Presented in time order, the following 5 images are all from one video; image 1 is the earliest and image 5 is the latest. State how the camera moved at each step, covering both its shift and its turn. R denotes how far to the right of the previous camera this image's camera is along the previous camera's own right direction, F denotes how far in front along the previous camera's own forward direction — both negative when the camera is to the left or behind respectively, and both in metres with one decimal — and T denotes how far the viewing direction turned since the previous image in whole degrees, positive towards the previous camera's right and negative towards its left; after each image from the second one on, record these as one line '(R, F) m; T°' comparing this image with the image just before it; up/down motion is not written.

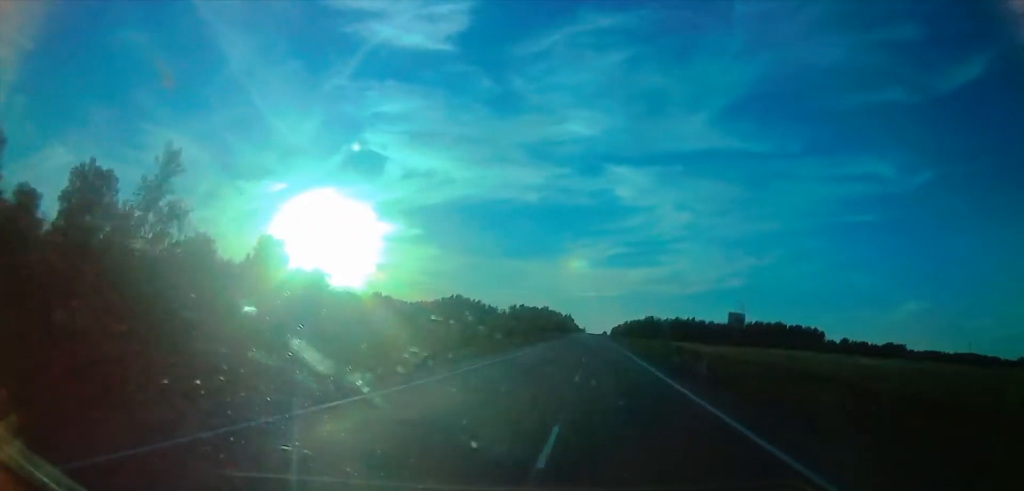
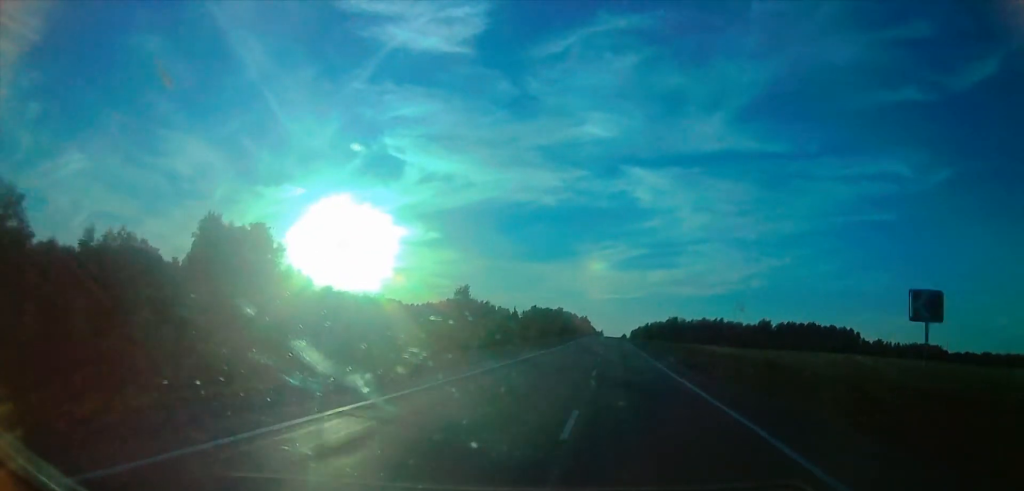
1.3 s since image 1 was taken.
(0.0, +34.5) m; 0°
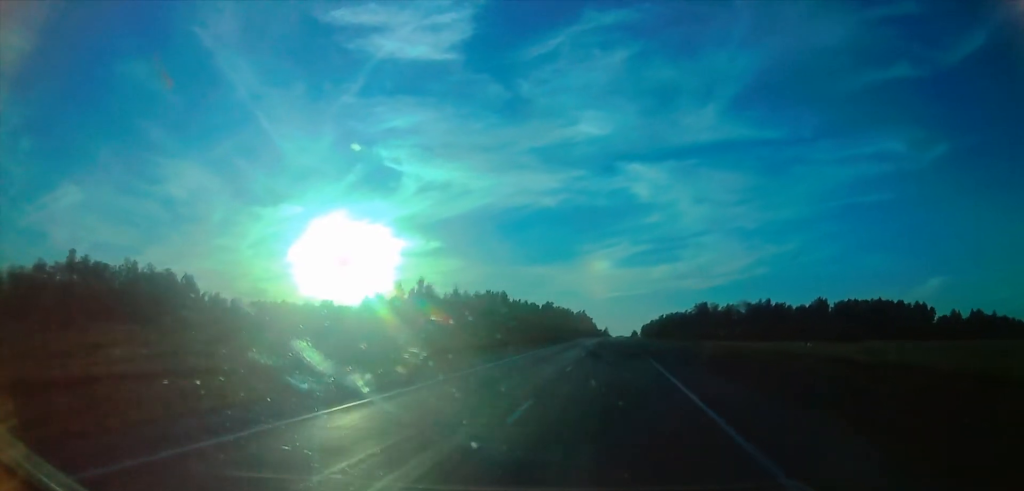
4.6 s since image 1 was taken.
(+0.1, +92.1) m; 0°
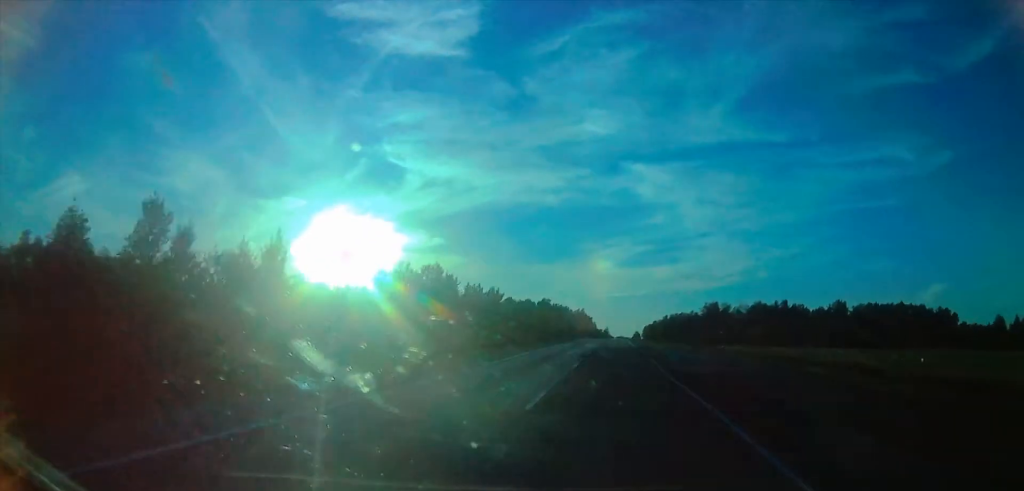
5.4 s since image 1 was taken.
(0.0, +22.5) m; 0°
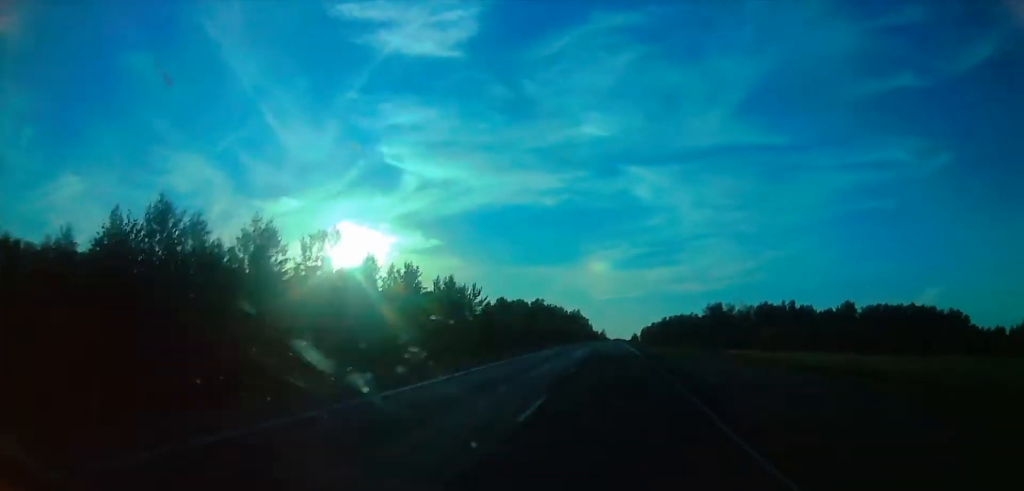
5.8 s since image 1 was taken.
(0.0, +13.0) m; -1°
